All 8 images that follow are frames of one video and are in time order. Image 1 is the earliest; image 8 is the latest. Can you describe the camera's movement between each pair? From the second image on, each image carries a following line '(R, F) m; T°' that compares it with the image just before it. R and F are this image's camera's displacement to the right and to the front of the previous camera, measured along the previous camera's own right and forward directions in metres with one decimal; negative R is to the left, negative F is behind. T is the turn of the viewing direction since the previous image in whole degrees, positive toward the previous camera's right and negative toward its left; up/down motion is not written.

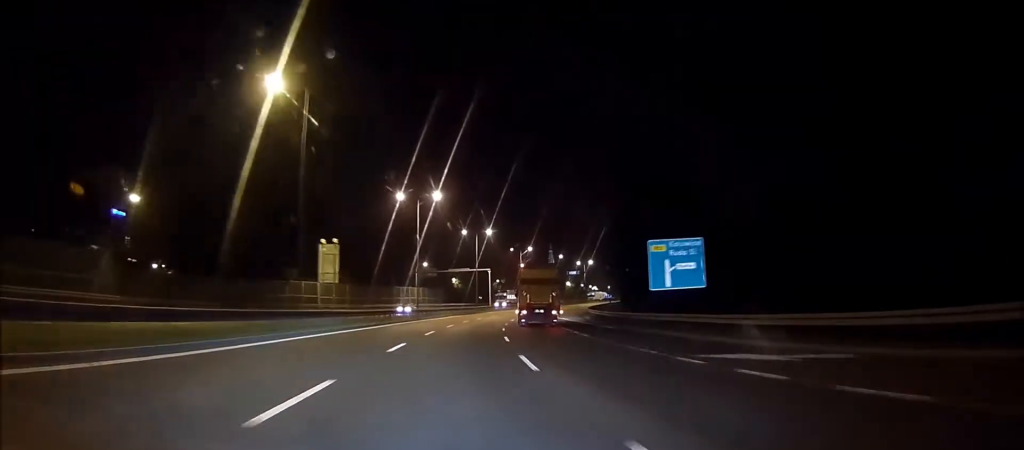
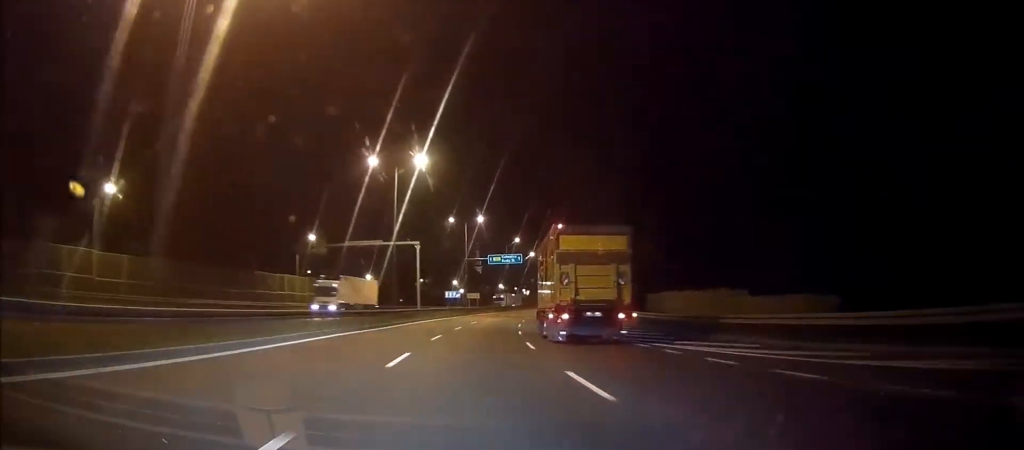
(+3.5, +51.6) m; +8°
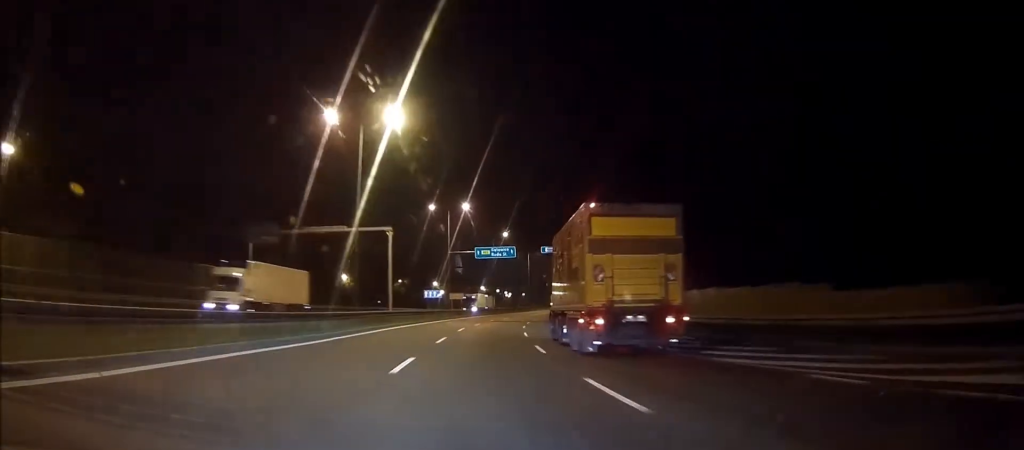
(+0.1, +12.7) m; +2°
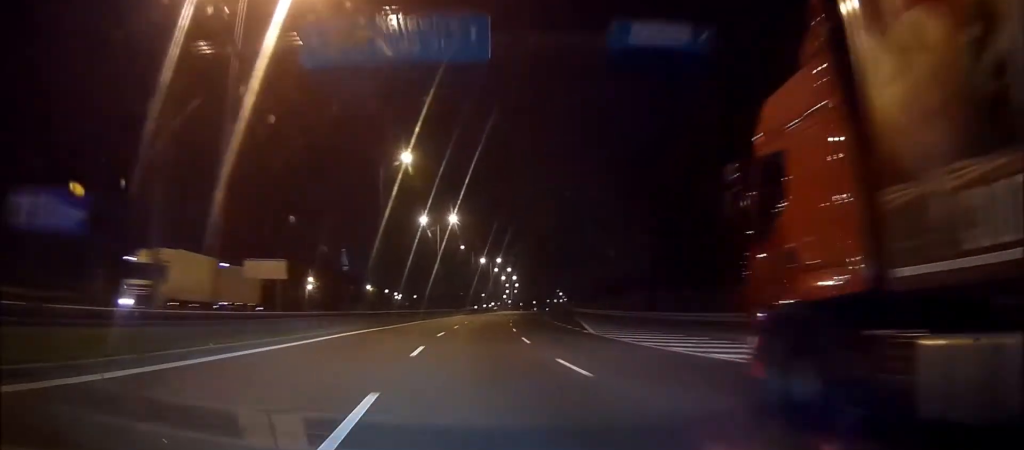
(+3.4, +55.0) m; +7°
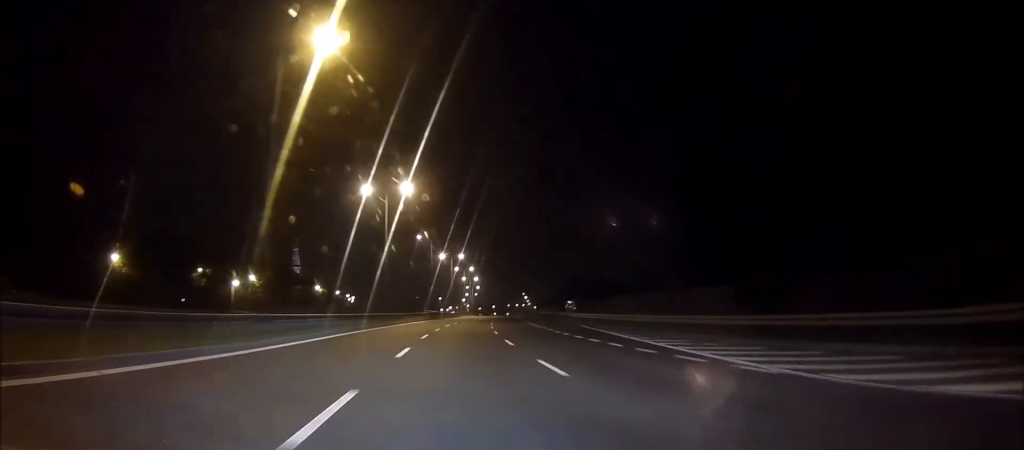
(+0.5, +23.7) m; +2°
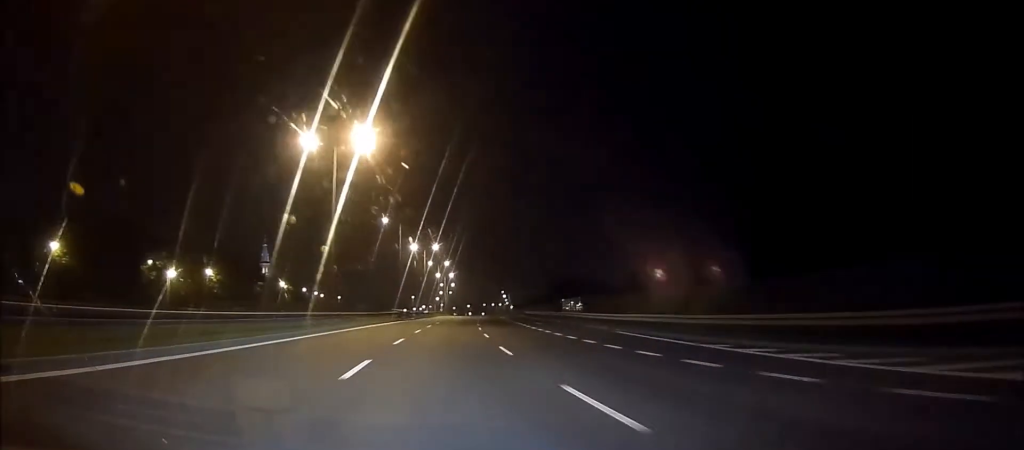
(+0.2, +18.4) m; +1°
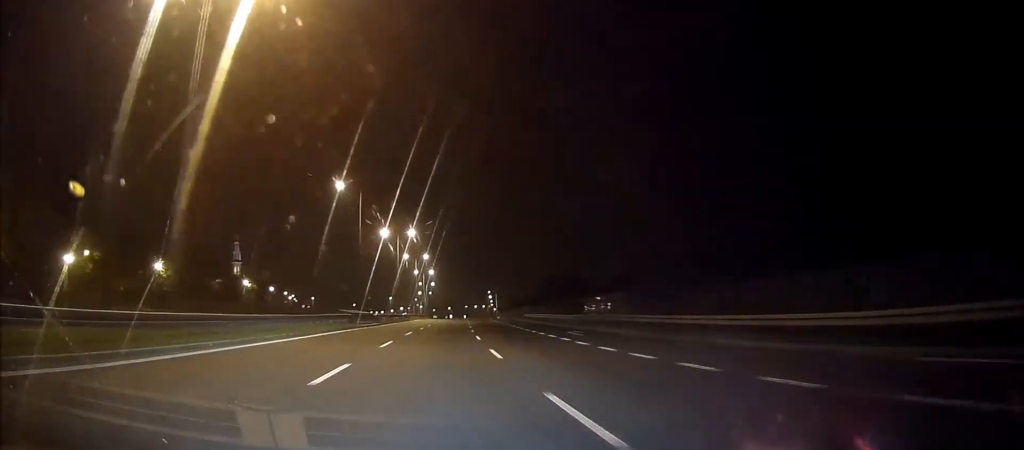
(+0.2, +25.0) m; +1°
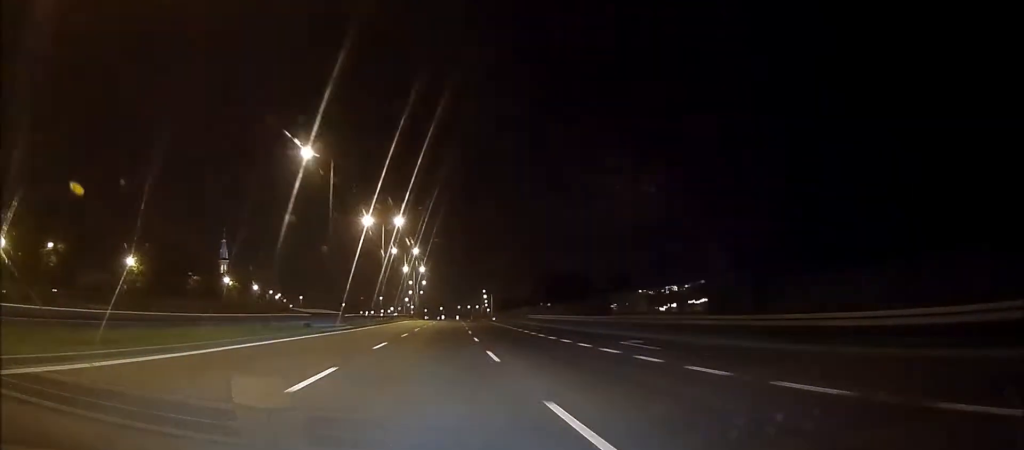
(0.0, +13.0) m; 0°
